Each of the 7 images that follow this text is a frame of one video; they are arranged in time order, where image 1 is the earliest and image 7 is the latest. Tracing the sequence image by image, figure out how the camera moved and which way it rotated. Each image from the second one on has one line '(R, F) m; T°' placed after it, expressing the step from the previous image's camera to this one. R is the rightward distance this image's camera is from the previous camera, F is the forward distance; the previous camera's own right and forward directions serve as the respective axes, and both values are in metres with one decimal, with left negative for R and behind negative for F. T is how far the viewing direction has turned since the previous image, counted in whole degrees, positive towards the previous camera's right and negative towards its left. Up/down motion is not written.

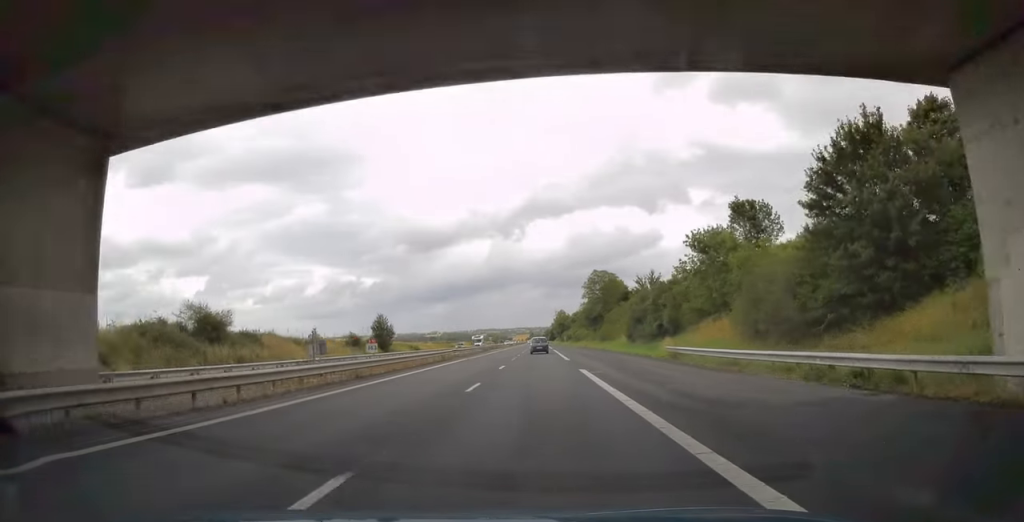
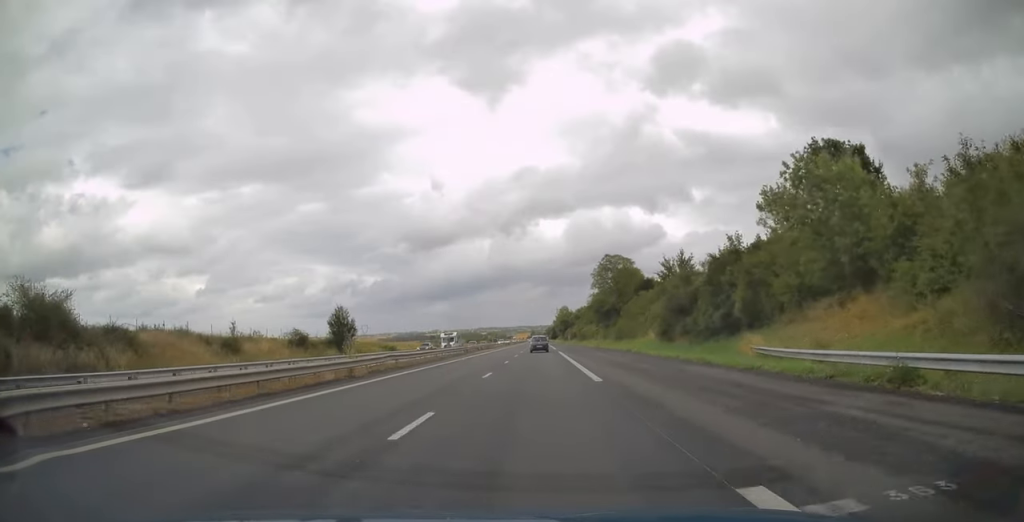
(0.0, +21.1) m; 0°
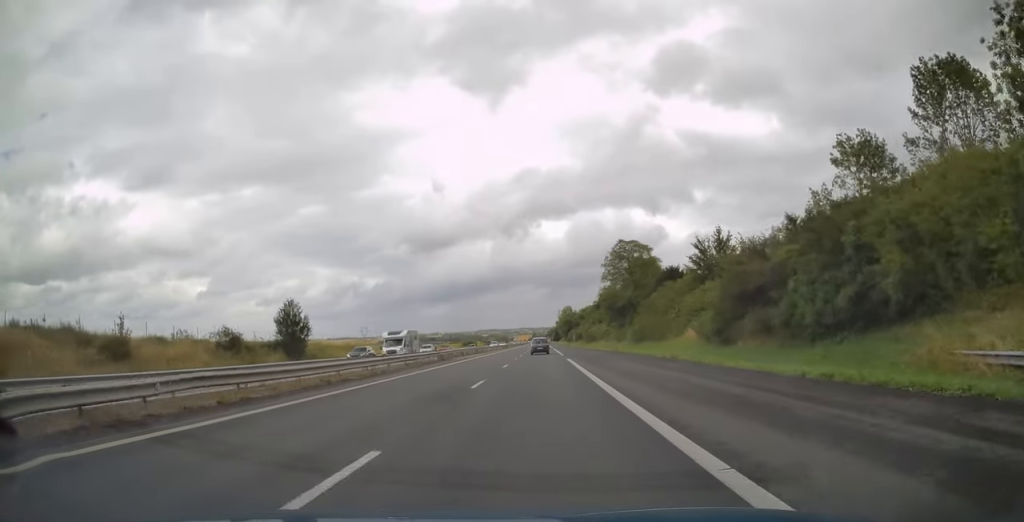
(-0.1, +16.8) m; 0°
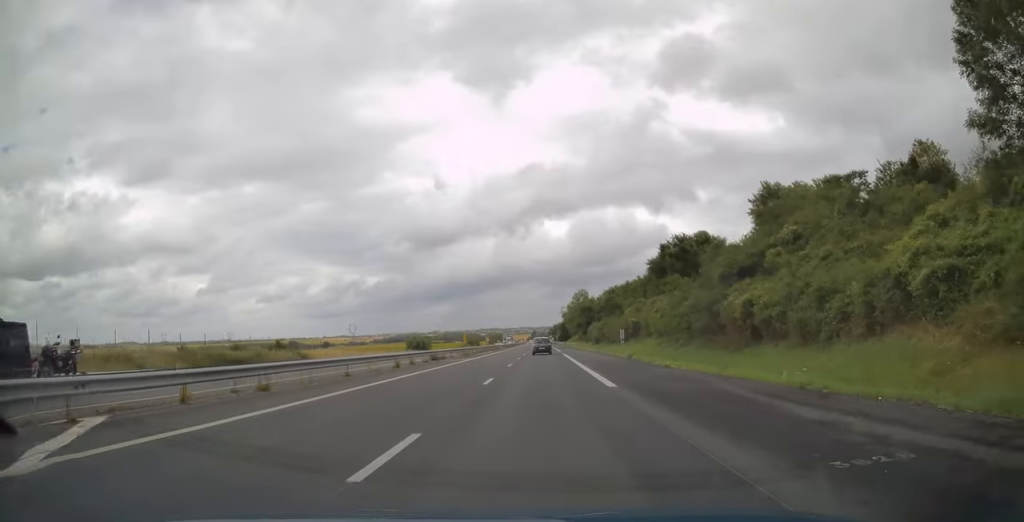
(-0.3, +90.5) m; -1°
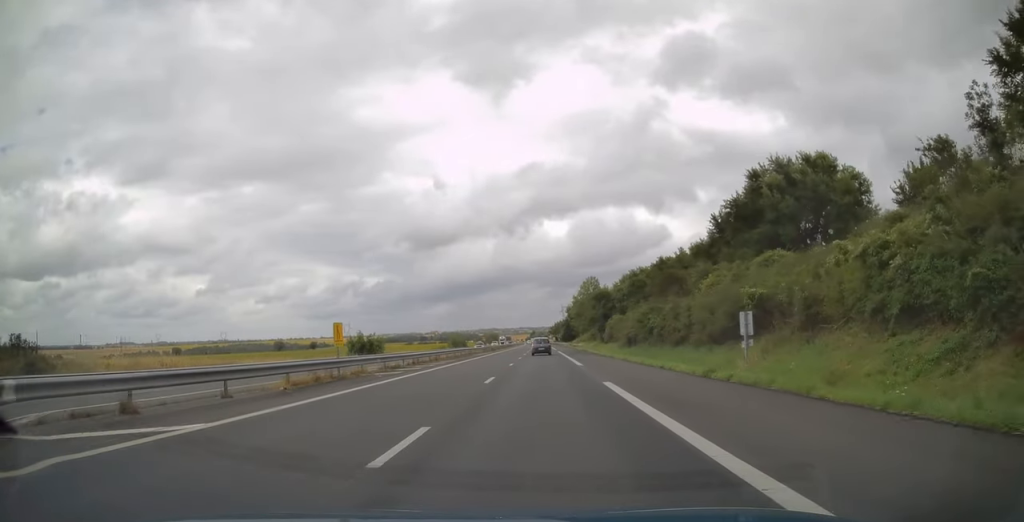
(+0.2, +38.5) m; +1°
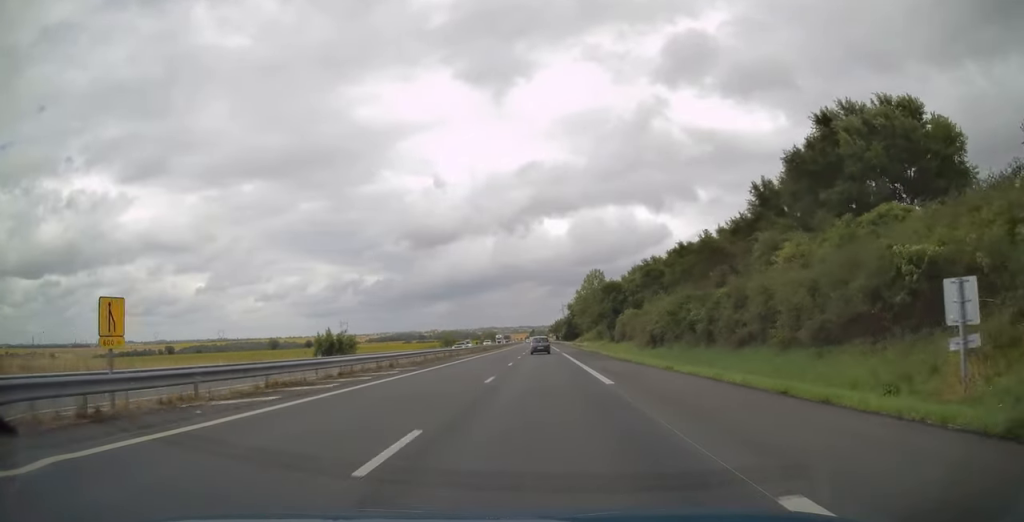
(+0.2, +13.6) m; 0°
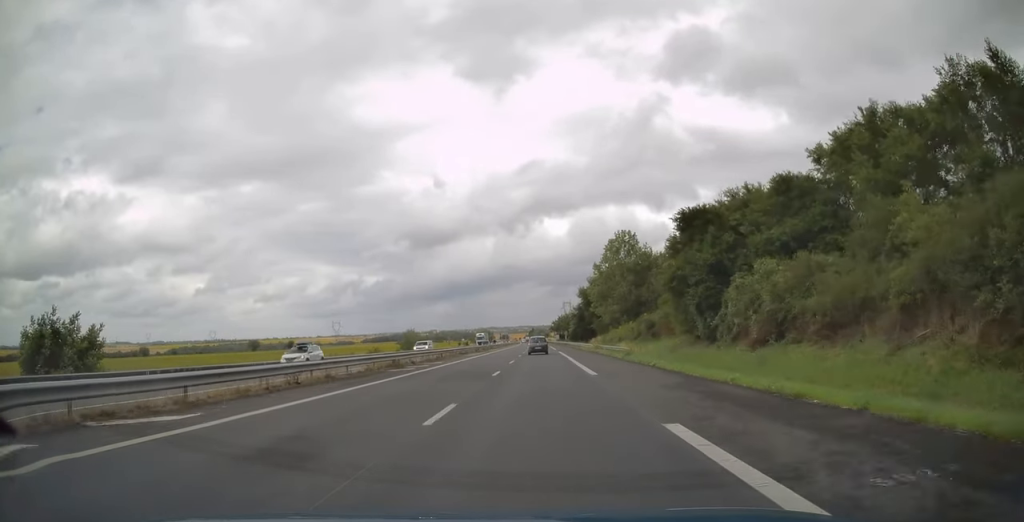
(-0.2, +49.0) m; 0°
